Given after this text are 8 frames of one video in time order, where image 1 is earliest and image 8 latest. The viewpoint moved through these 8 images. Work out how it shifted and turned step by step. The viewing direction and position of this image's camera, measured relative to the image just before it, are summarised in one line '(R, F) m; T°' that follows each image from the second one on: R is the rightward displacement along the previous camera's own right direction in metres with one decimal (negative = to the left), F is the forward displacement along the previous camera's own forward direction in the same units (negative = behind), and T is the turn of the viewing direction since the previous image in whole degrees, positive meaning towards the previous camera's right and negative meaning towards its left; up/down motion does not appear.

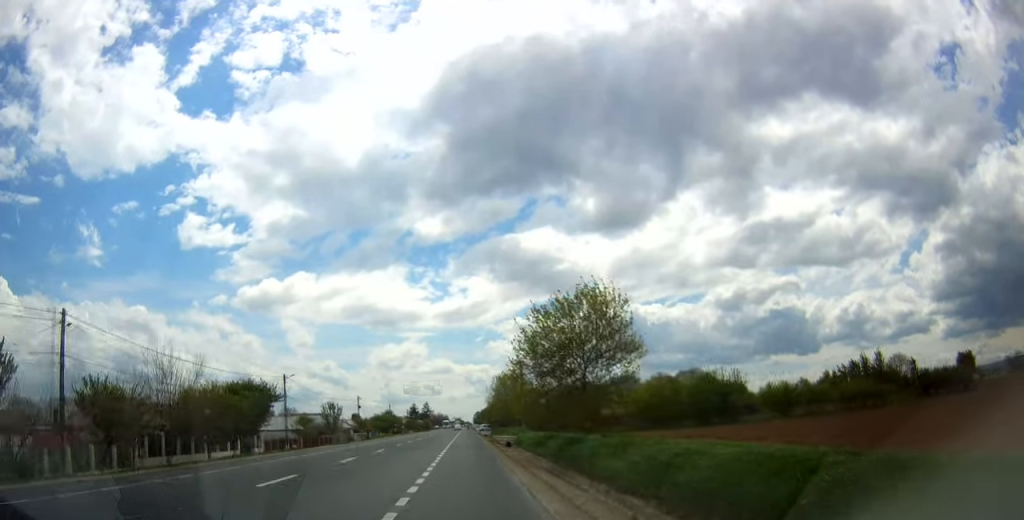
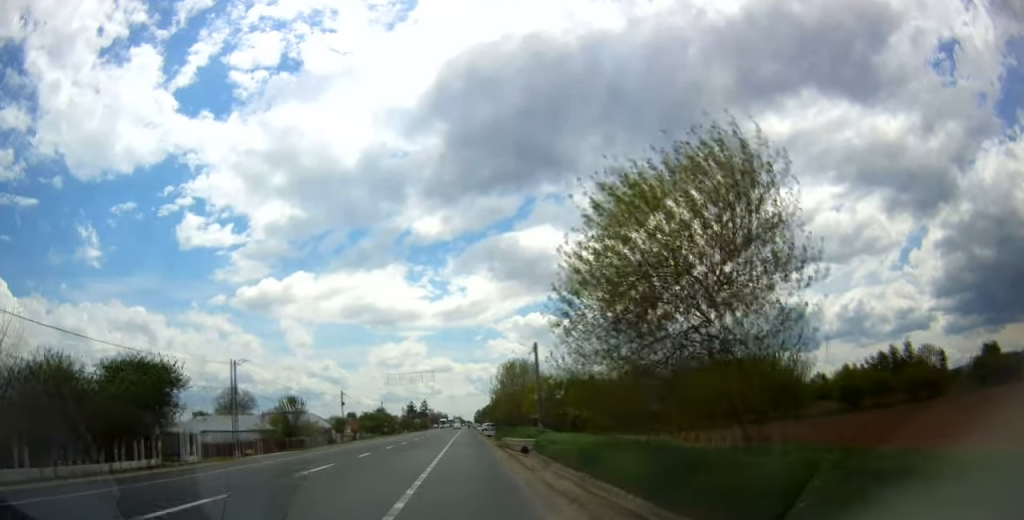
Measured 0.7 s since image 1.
(0.0, +14.4) m; 0°
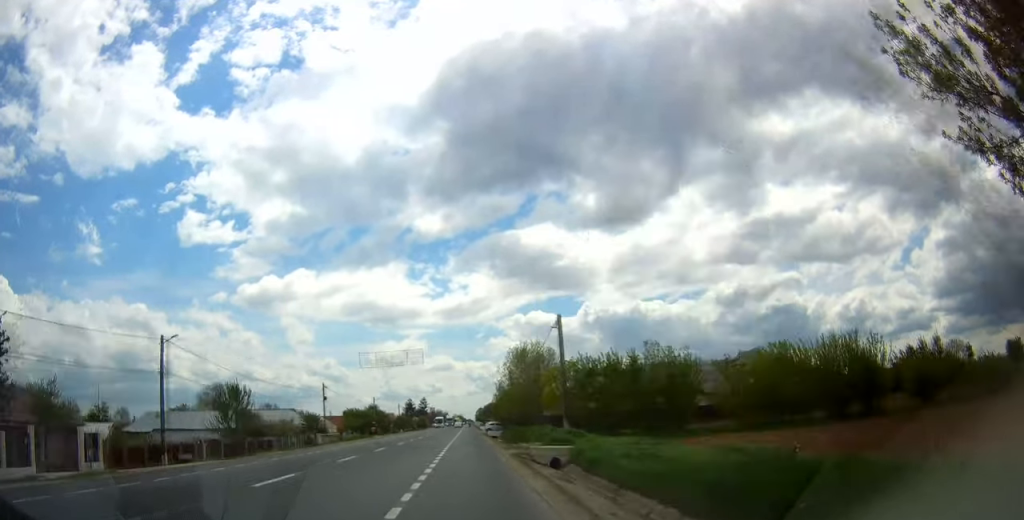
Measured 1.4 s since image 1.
(+0.1, +12.8) m; -1°
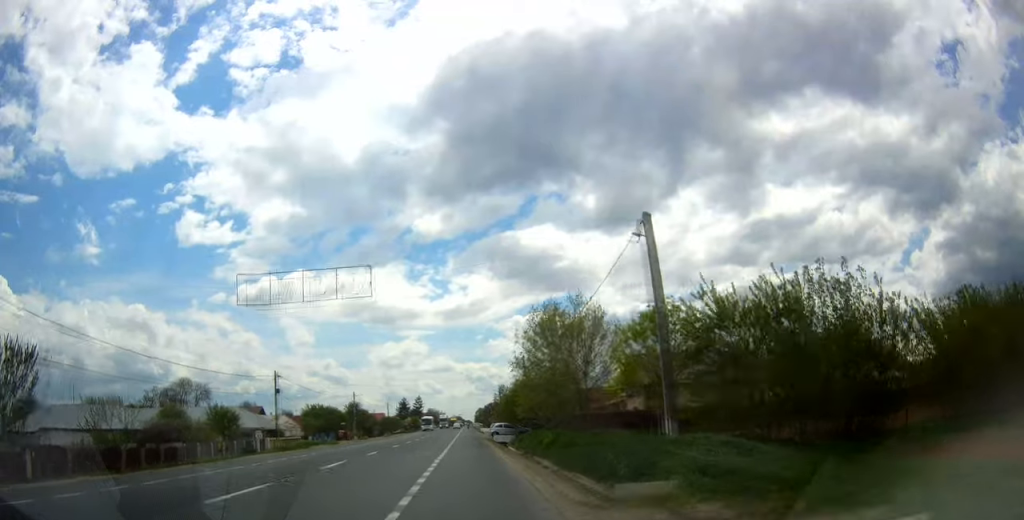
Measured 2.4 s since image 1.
(-0.3, +20.2) m; +1°
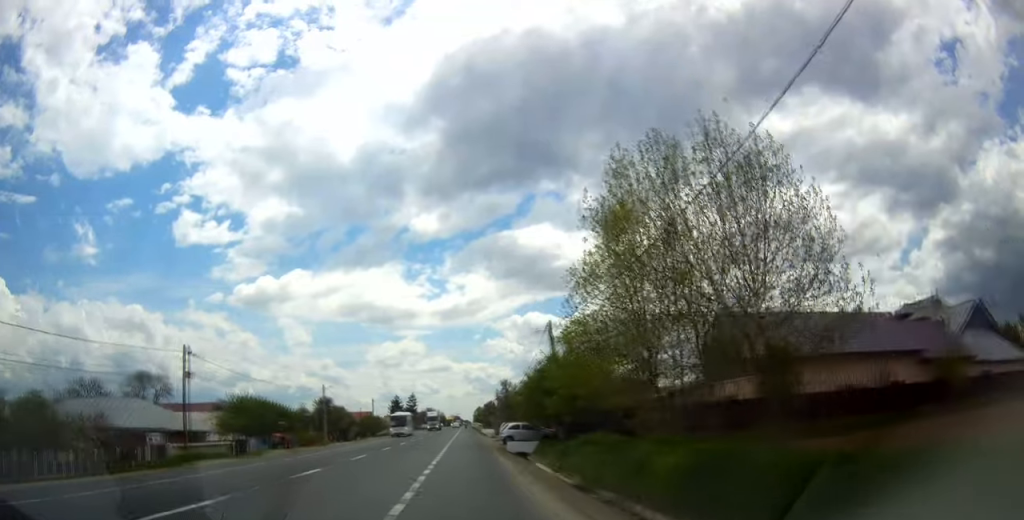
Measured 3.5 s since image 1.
(+0.5, +20.7) m; +1°
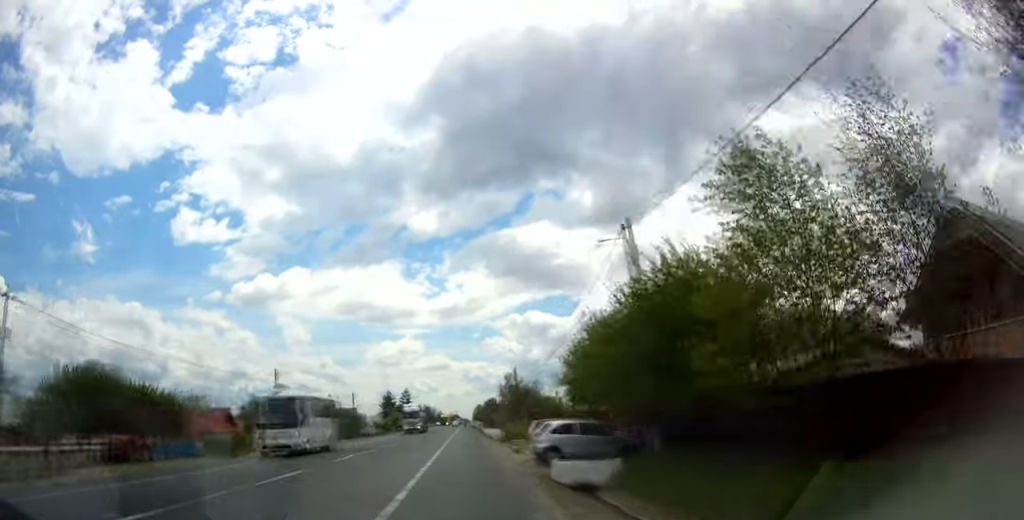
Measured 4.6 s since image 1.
(-0.3, +20.3) m; -1°
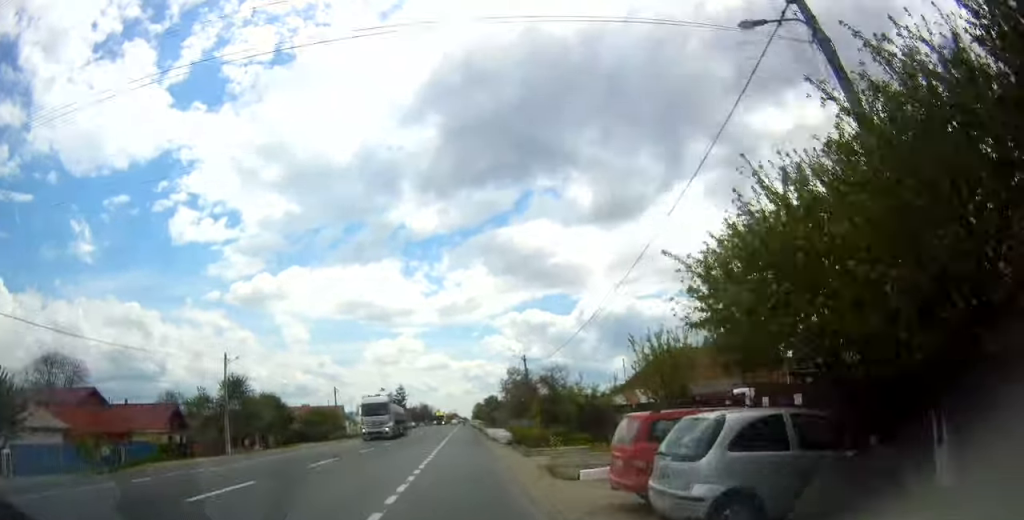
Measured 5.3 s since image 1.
(-0.3, +13.3) m; 0°
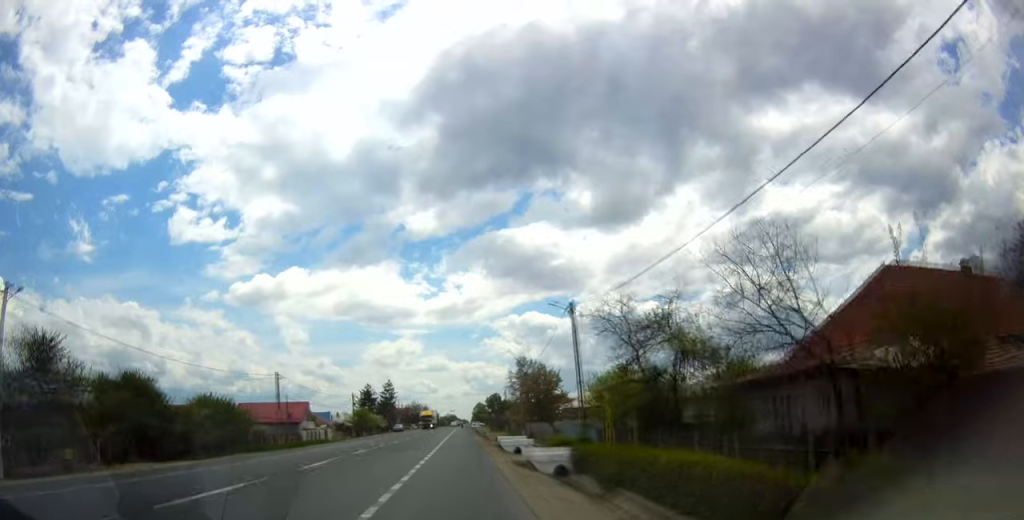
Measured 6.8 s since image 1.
(+0.5, +27.5) m; +1°
